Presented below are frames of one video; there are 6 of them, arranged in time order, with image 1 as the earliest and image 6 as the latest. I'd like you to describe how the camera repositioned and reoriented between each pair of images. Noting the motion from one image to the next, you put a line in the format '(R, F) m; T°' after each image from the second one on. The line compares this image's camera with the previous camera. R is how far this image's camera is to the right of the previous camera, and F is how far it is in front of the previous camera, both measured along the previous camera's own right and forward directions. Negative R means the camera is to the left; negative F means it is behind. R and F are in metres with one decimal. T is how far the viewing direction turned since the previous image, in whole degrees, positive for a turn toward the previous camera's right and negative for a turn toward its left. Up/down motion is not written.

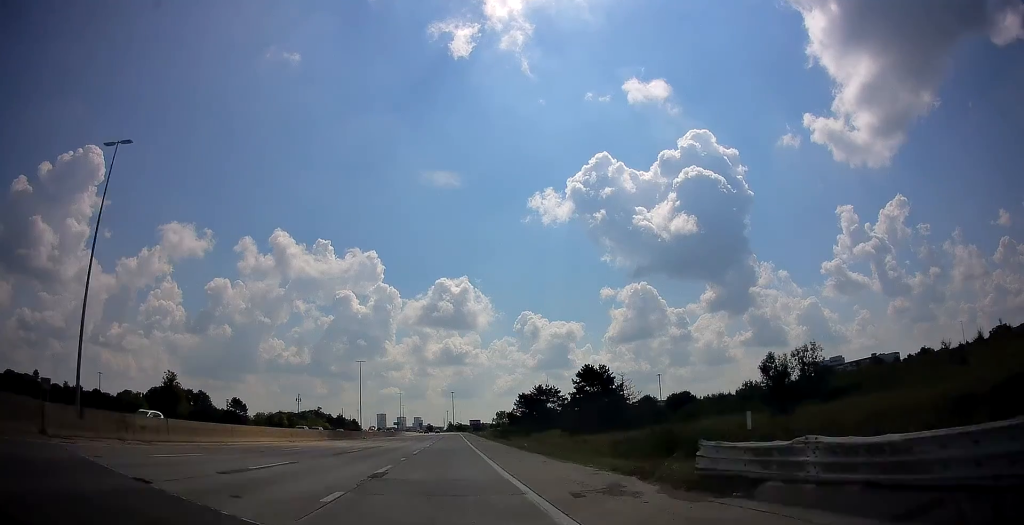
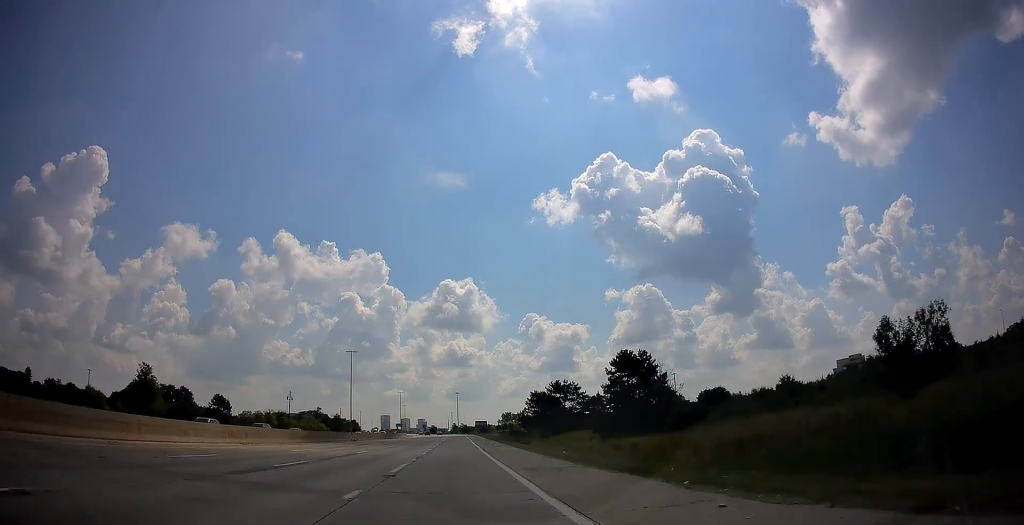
(+0.1, +15.1) m; -1°
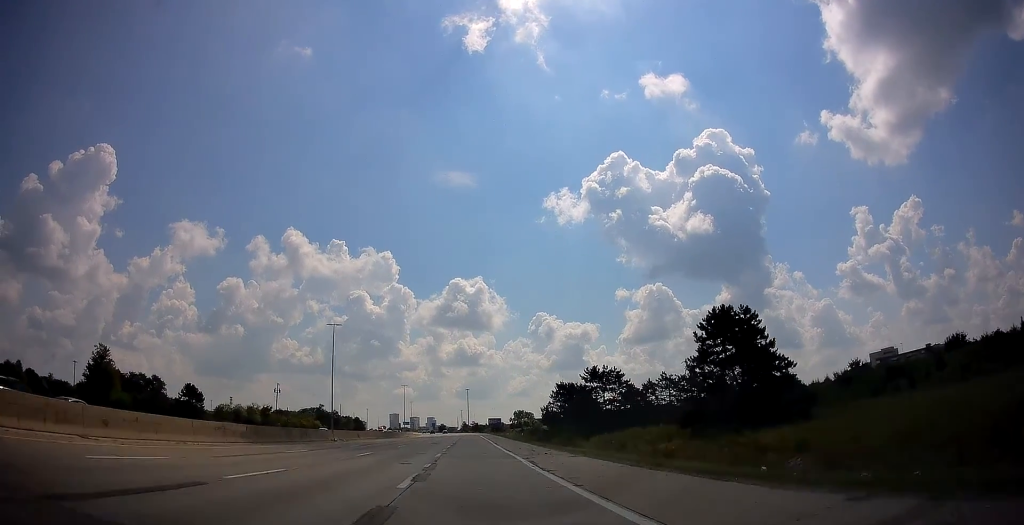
(-0.5, +21.5) m; -2°
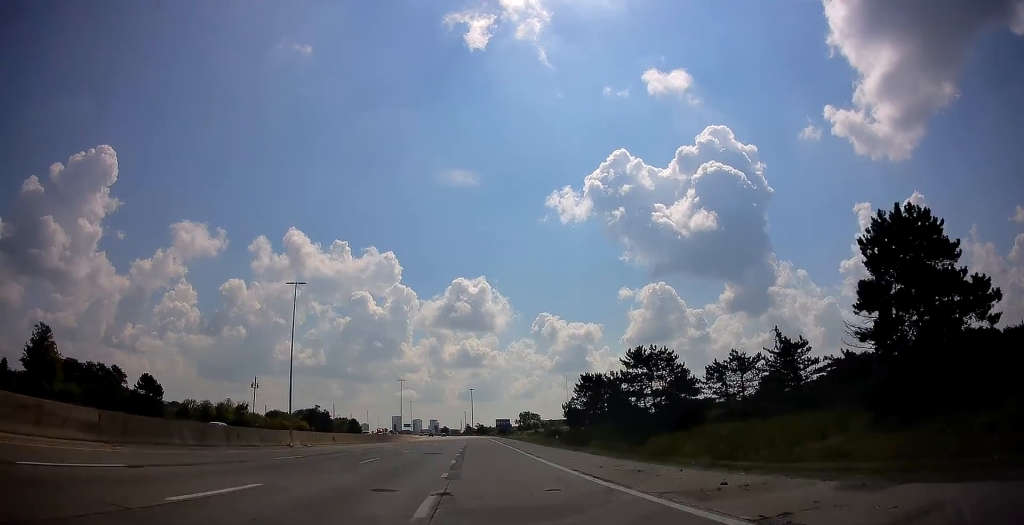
(-0.2, +19.0) m; 0°
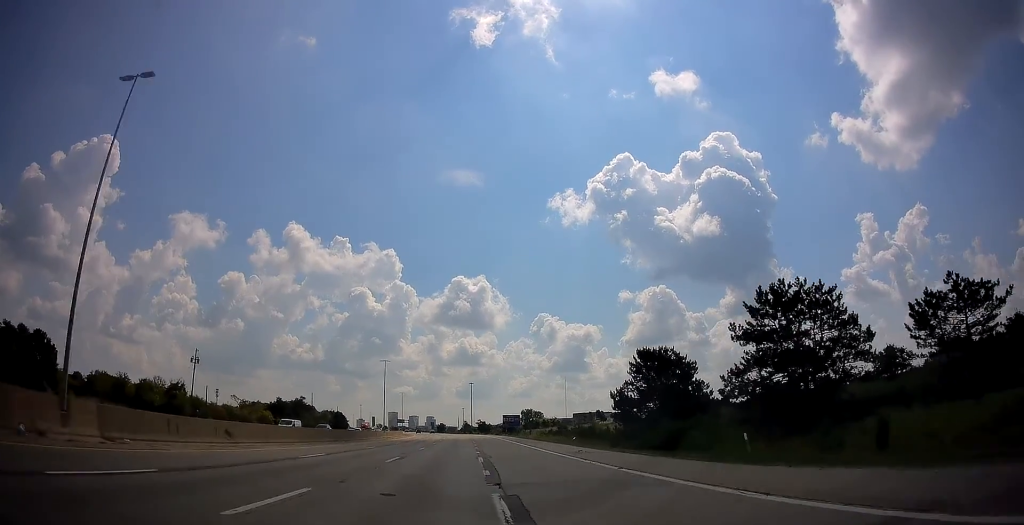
(+0.1, +30.9) m; 0°
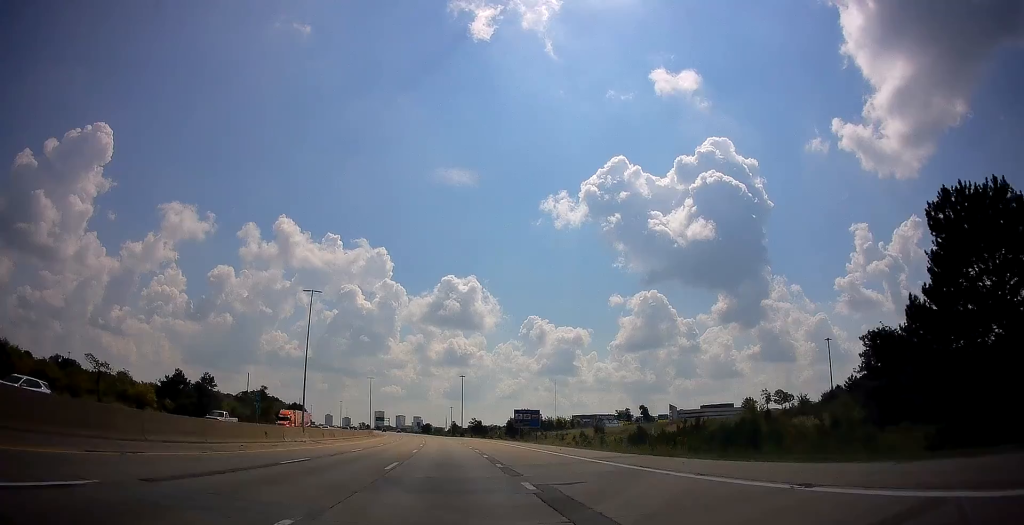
(+0.2, +50.7) m; 0°
